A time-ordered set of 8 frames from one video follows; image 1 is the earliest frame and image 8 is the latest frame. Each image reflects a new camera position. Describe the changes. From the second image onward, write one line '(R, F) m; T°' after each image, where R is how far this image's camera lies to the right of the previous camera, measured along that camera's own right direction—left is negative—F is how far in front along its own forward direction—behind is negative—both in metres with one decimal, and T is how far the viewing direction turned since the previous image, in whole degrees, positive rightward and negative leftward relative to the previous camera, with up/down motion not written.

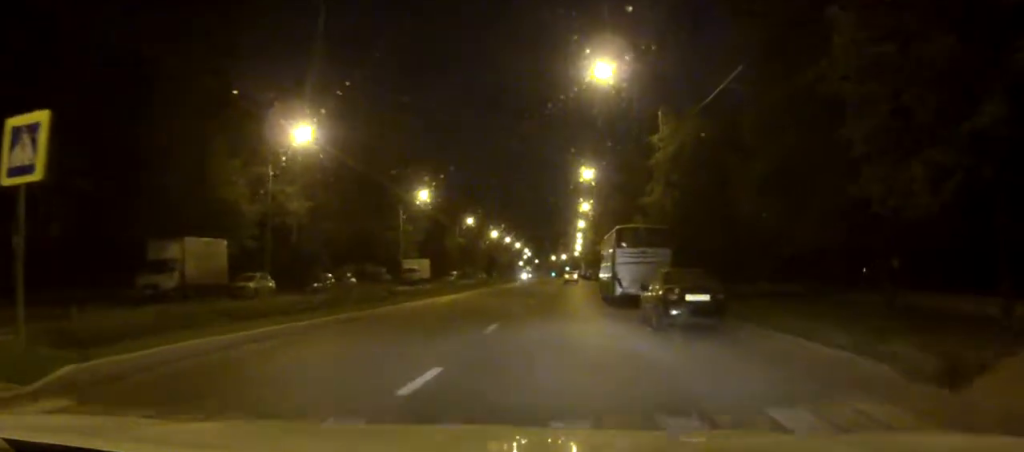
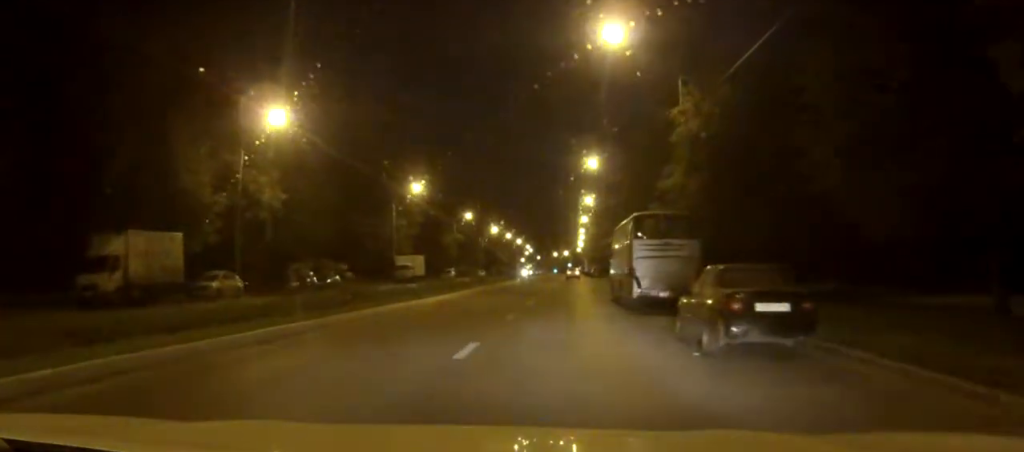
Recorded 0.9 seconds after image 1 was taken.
(+0.2, +5.2) m; 0°
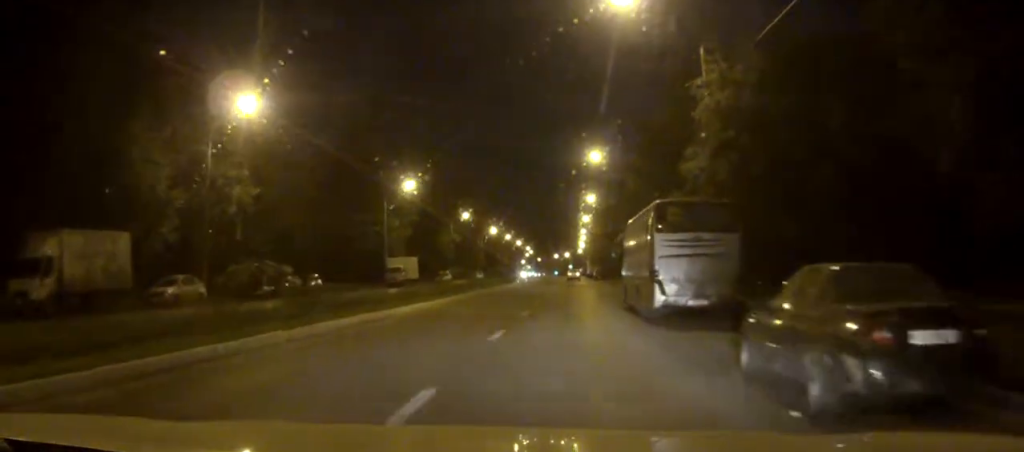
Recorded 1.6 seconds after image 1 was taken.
(-0.1, +4.7) m; -1°
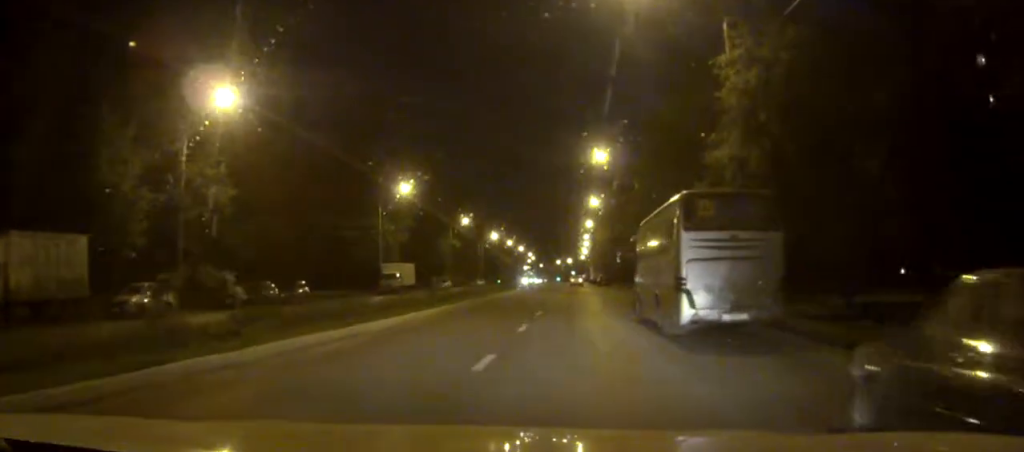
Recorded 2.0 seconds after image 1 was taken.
(-0.1, +3.3) m; -1°
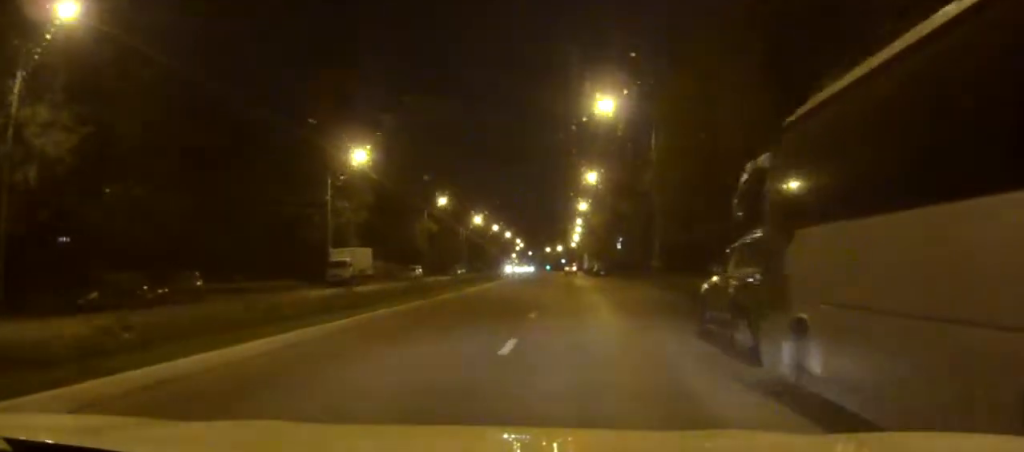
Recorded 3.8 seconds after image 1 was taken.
(+0.4, +14.8) m; +3°
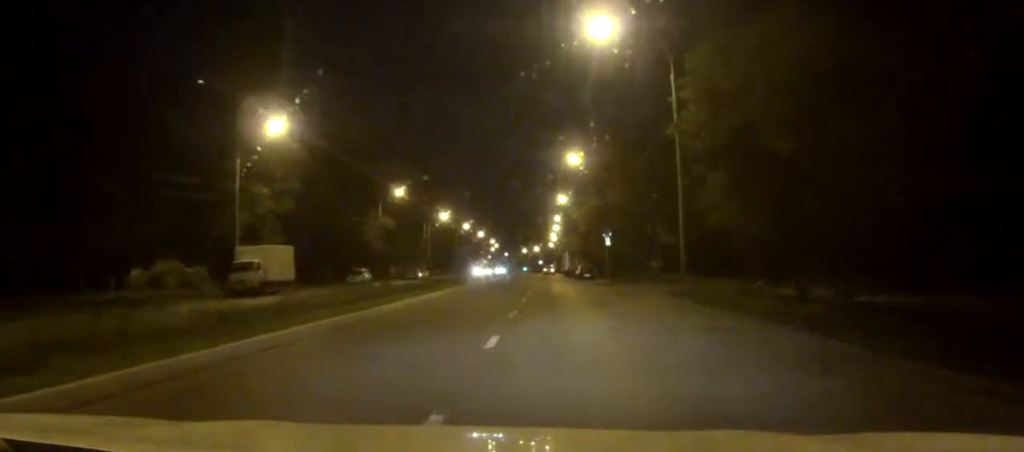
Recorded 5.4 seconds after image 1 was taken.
(+0.1, +14.9) m; 0°
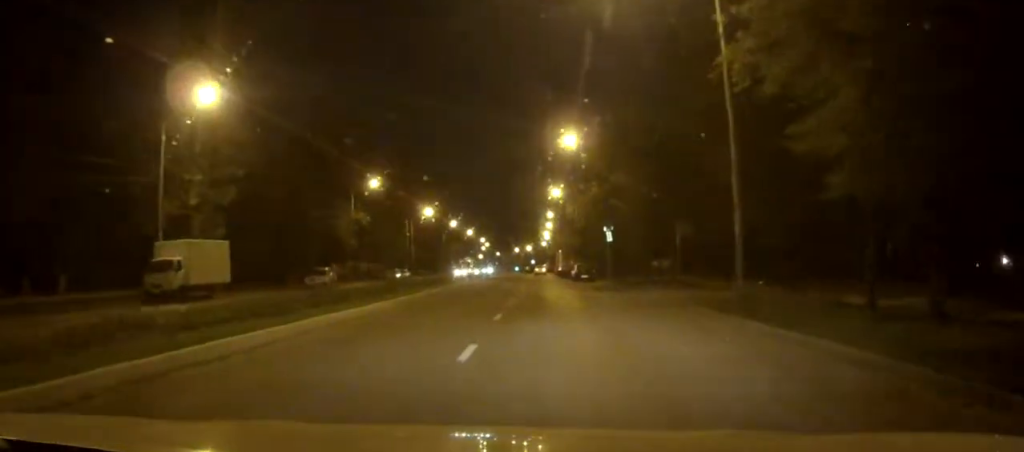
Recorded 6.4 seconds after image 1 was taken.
(0.0, +9.6) m; 0°
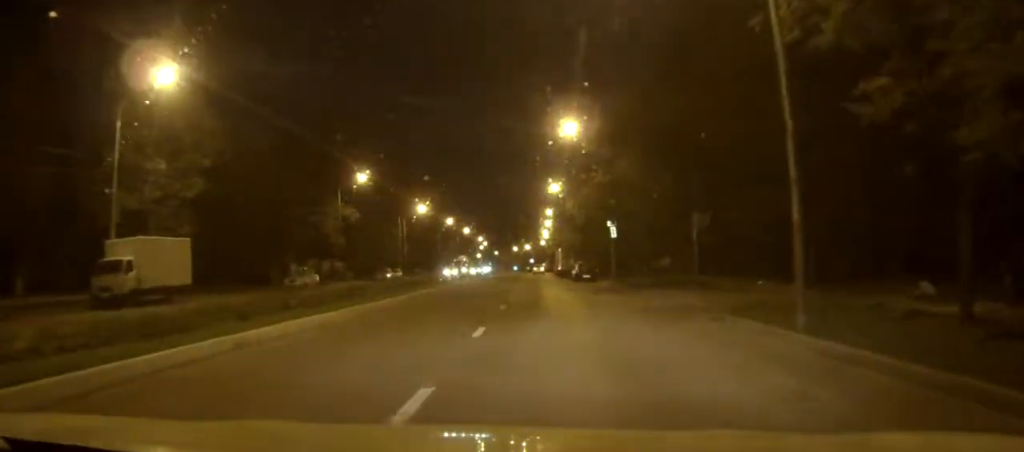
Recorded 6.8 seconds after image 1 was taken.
(0.0, +4.8) m; 0°
